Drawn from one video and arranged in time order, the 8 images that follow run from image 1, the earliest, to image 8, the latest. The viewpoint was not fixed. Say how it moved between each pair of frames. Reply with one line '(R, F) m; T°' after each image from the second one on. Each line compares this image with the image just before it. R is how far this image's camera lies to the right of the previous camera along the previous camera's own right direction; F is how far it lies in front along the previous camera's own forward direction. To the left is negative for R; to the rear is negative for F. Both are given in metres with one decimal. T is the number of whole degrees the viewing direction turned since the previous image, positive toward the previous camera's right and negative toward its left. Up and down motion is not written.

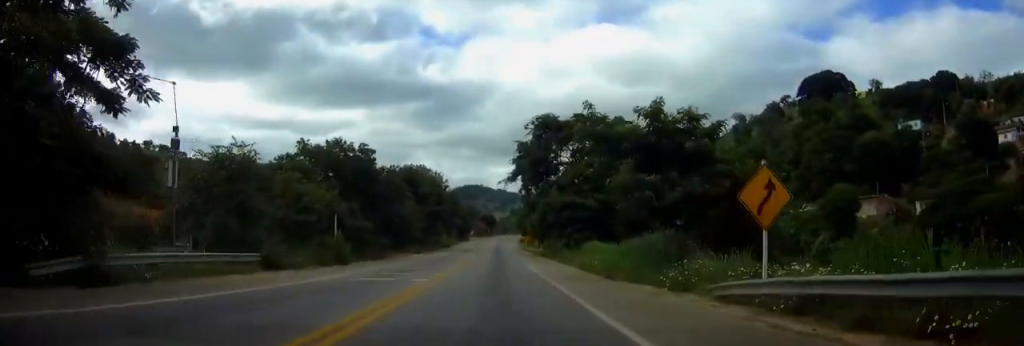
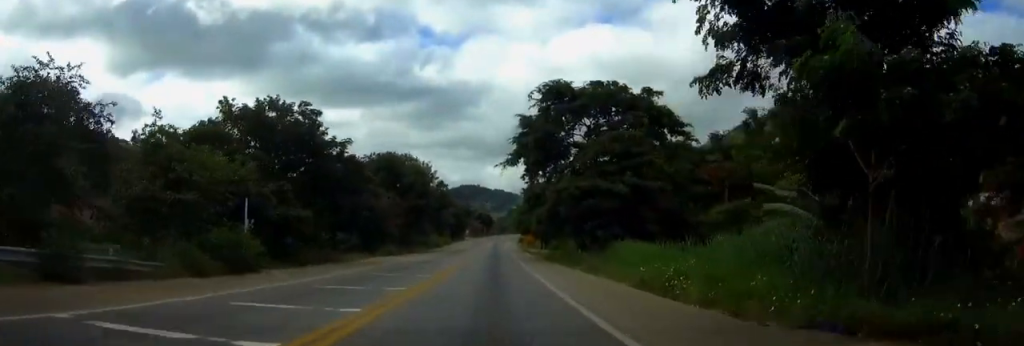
(+0.1, +15.0) m; +1°
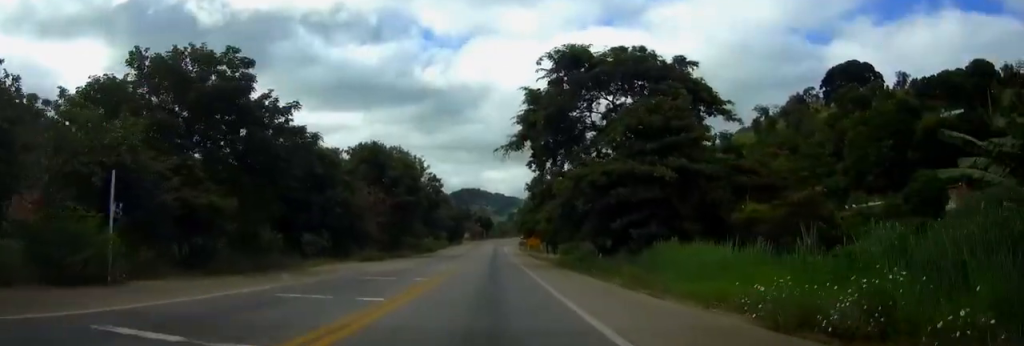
(+0.1, +10.7) m; 0°
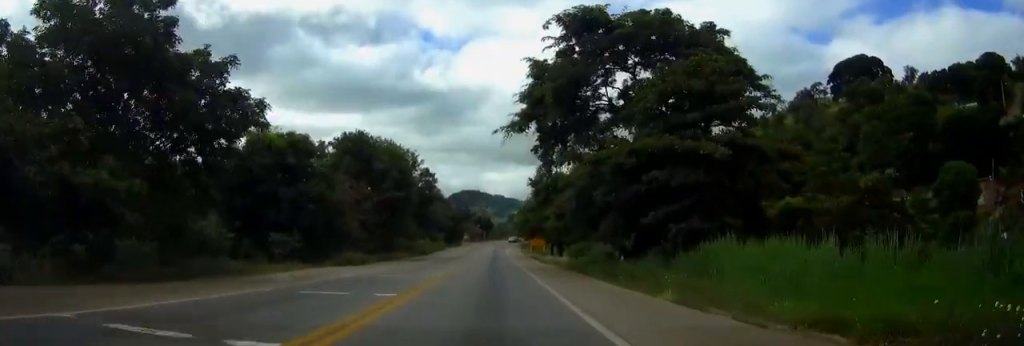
(0.0, +7.2) m; -1°
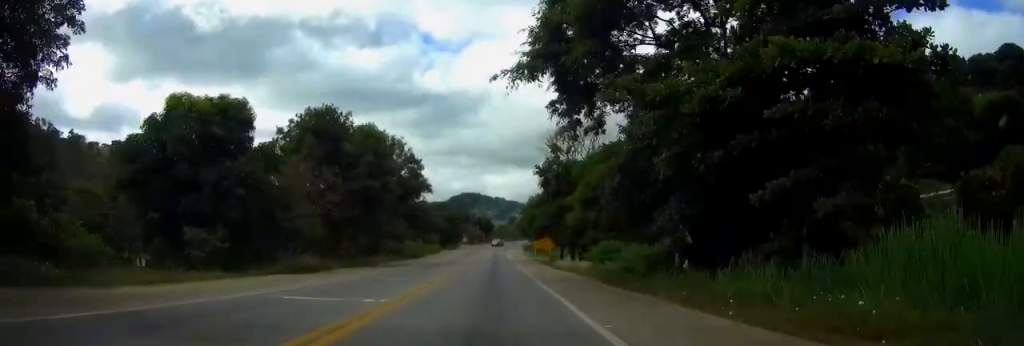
(-0.2, +12.1) m; -1°
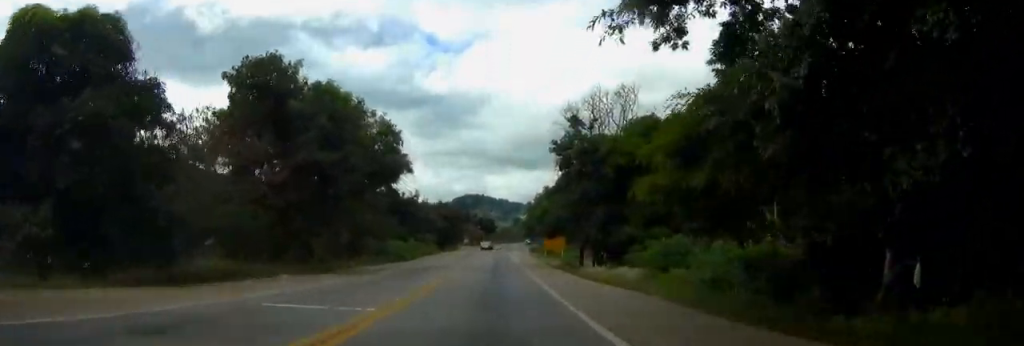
(0.0, +13.6) m; 0°
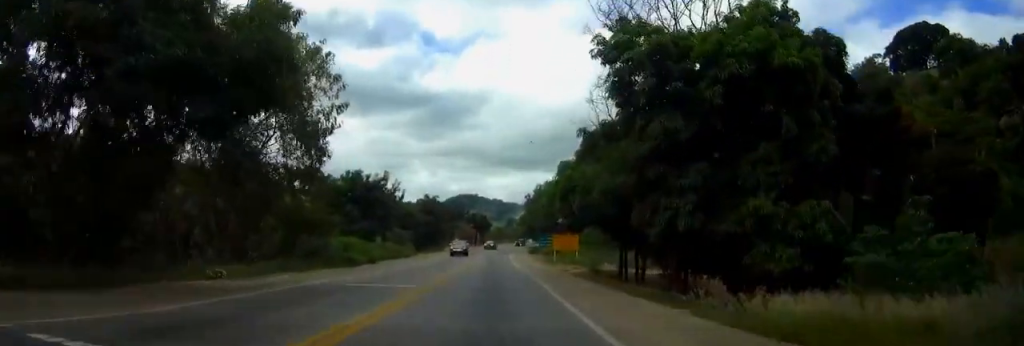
(+0.2, +20.8) m; +1°
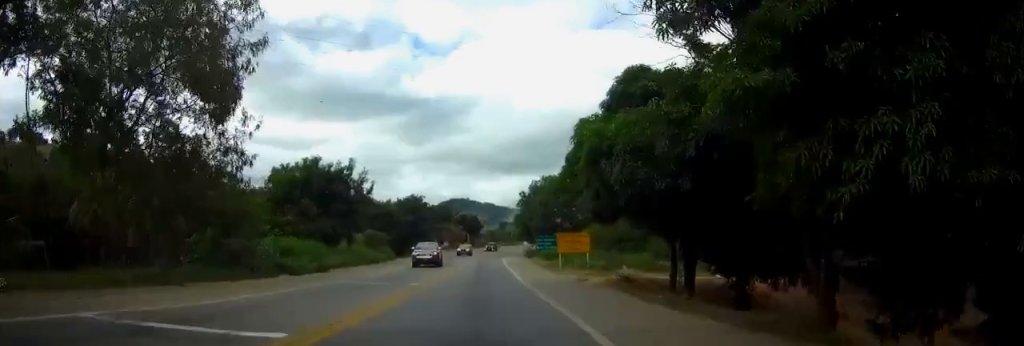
(+0.1, +12.4) m; +1°
